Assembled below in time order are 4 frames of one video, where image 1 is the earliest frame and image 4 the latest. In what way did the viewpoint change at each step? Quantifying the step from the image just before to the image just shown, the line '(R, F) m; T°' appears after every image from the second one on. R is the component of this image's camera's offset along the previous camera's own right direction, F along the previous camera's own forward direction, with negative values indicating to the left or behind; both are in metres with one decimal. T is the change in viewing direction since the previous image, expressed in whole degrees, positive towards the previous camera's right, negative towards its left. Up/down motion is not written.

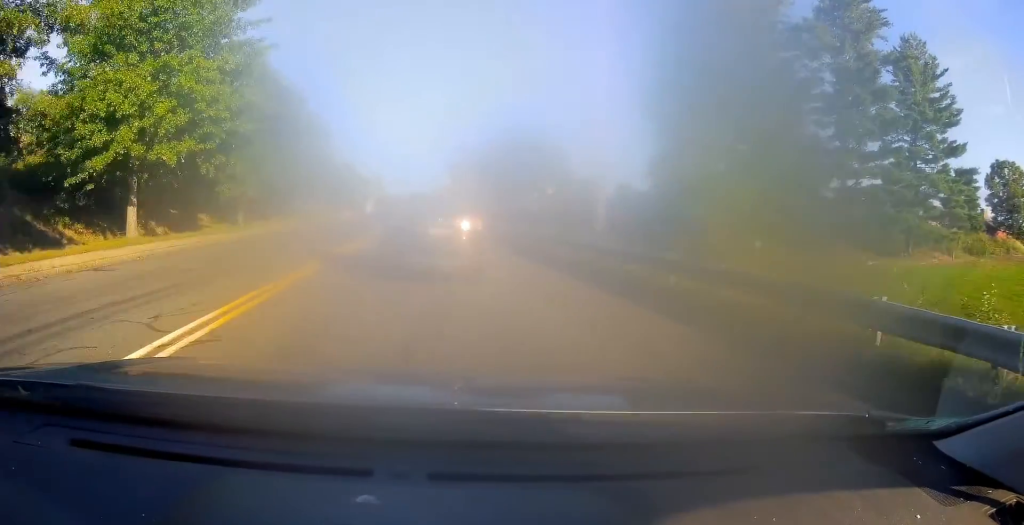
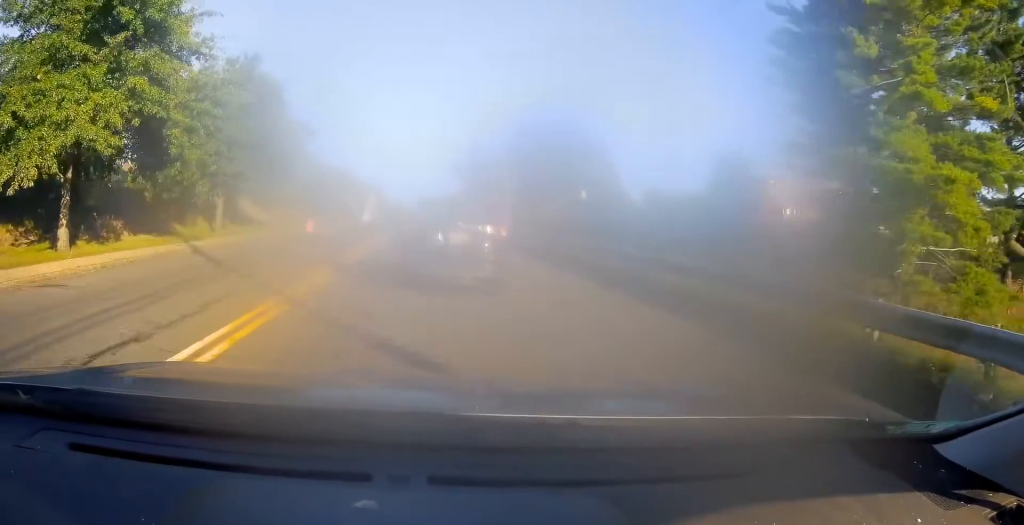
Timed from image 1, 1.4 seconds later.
(+0.2, +21.3) m; +1°
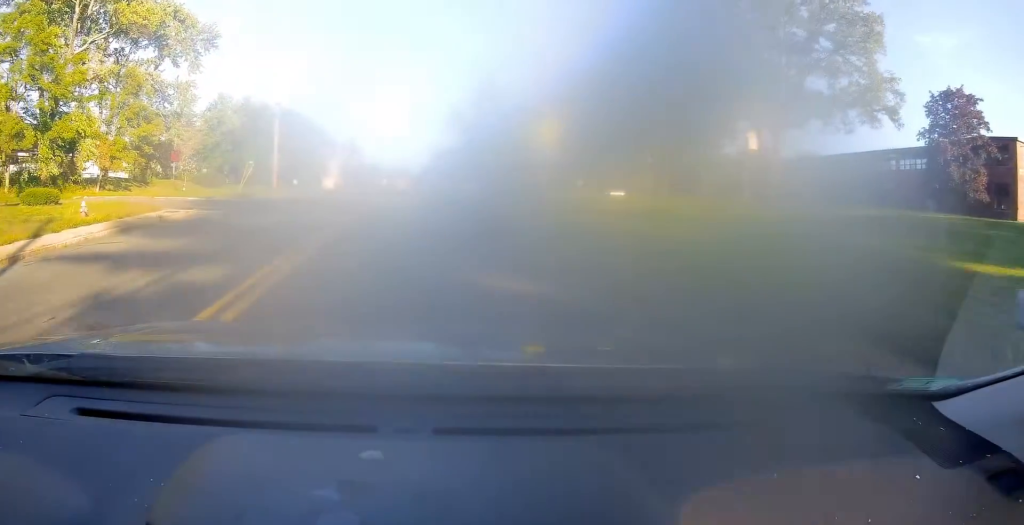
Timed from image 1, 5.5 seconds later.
(-1.1, +51.3) m; +2°
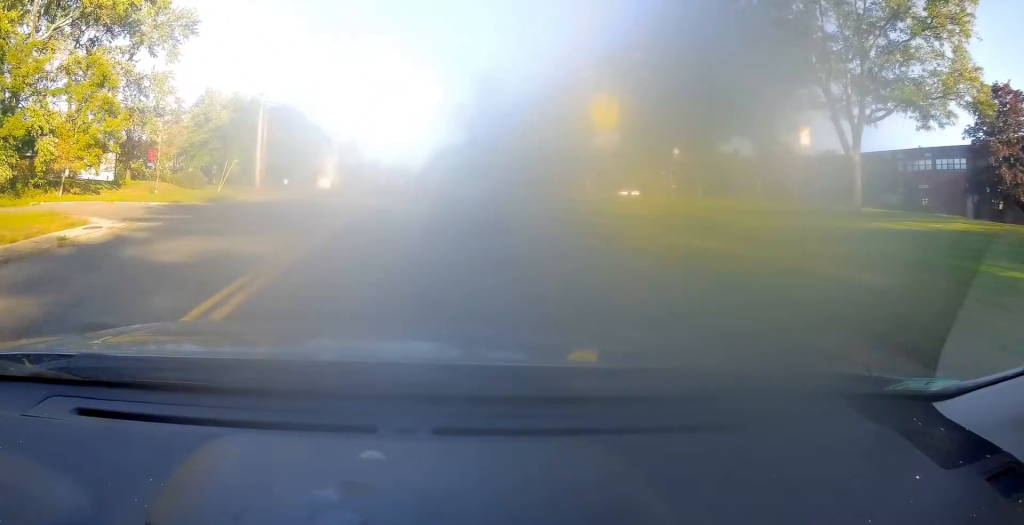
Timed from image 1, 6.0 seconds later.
(-0.1, +5.9) m; -1°
